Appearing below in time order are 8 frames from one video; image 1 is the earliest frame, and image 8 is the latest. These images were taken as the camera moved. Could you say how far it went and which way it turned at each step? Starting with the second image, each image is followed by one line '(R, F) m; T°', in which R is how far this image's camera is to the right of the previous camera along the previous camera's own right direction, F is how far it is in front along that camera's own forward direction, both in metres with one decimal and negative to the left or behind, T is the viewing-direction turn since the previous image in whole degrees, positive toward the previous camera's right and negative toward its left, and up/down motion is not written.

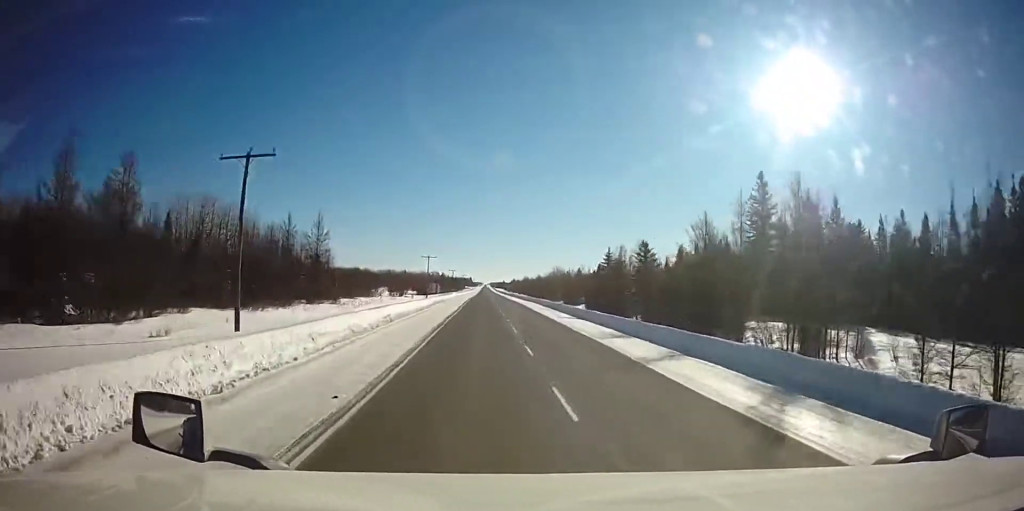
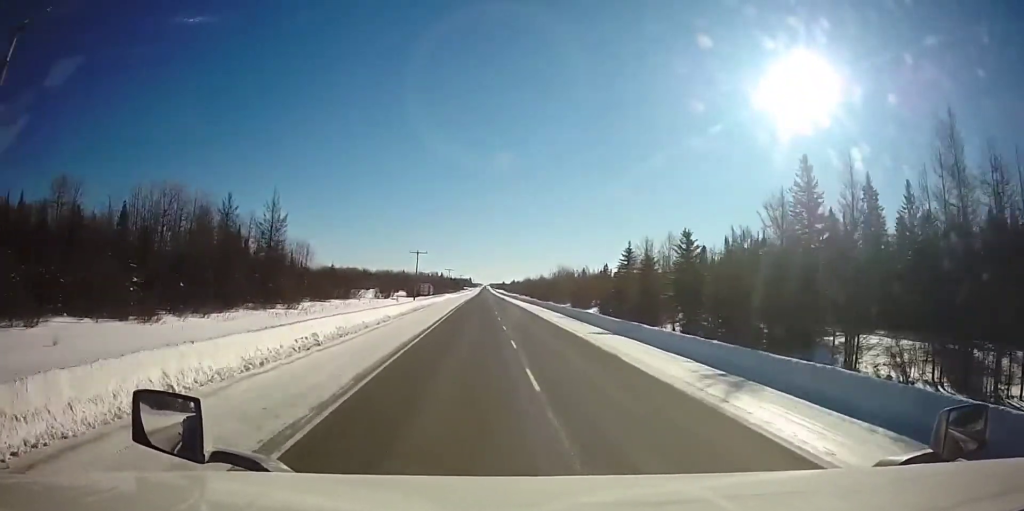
(+0.1, +15.2) m; 0°
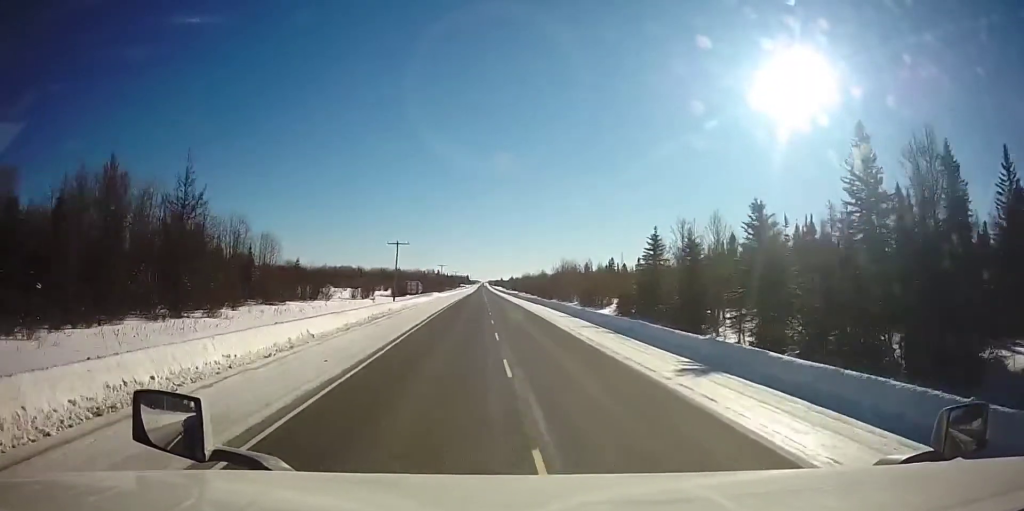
(+0.1, +16.1) m; 0°
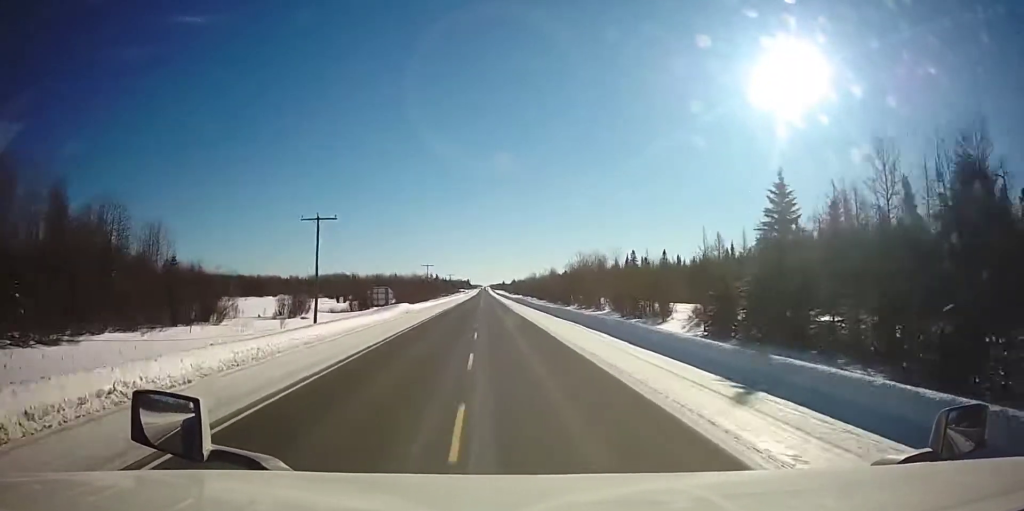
(+0.1, +33.4) m; 0°
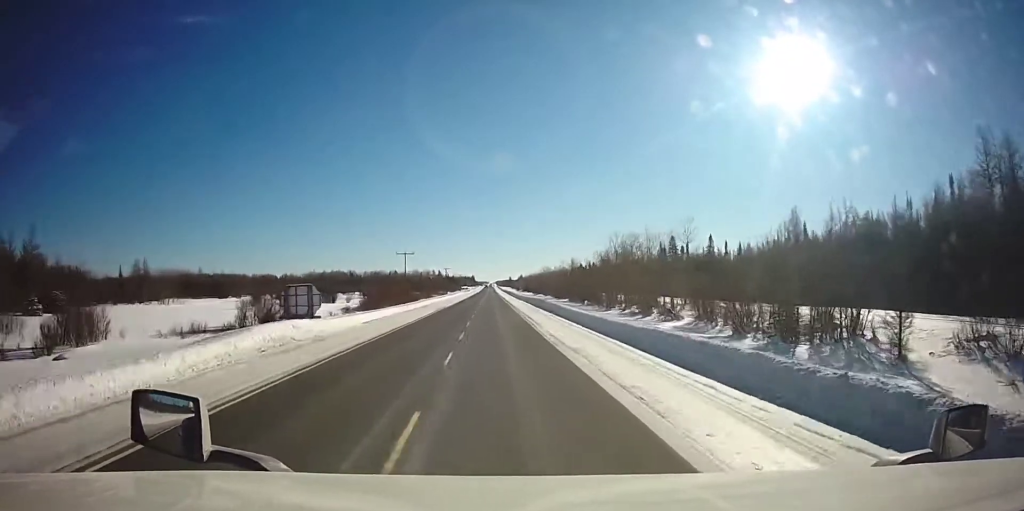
(0.0, +36.7) m; -1°
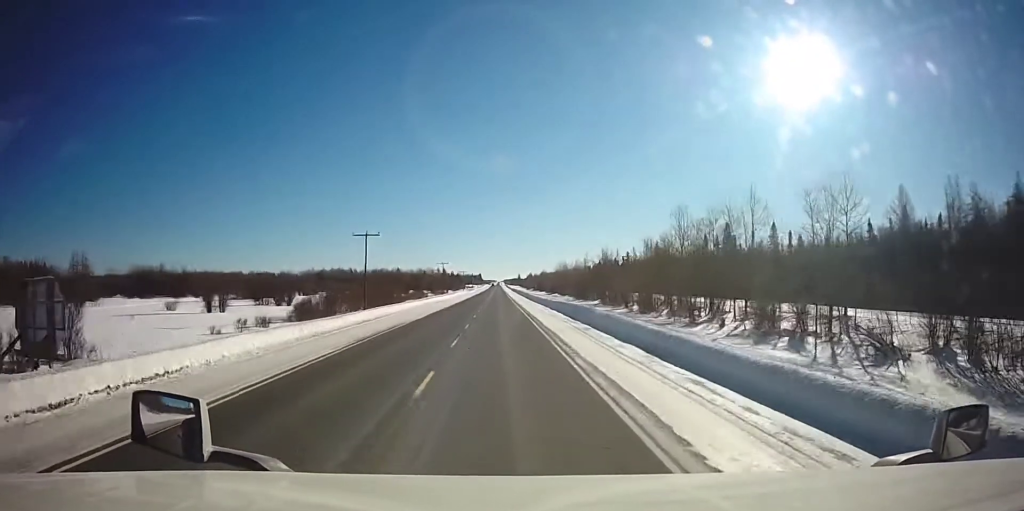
(-0.4, +31.4) m; -1°
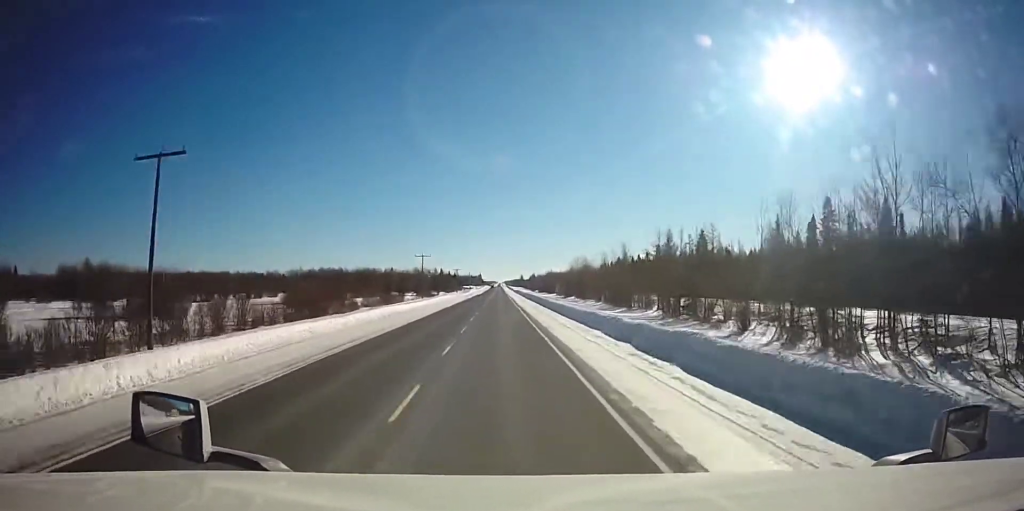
(-0.1, +38.0) m; 0°
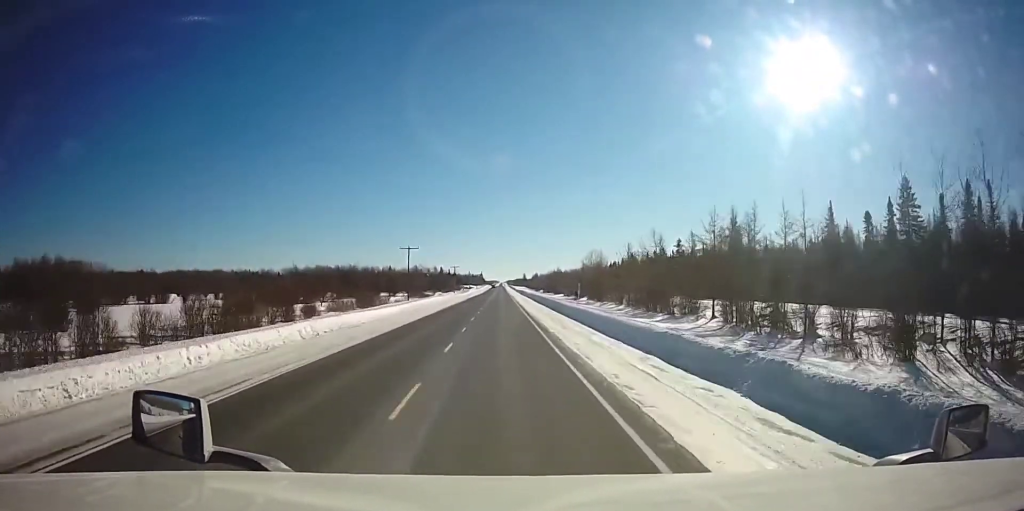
(0.0, +17.7) m; 0°
